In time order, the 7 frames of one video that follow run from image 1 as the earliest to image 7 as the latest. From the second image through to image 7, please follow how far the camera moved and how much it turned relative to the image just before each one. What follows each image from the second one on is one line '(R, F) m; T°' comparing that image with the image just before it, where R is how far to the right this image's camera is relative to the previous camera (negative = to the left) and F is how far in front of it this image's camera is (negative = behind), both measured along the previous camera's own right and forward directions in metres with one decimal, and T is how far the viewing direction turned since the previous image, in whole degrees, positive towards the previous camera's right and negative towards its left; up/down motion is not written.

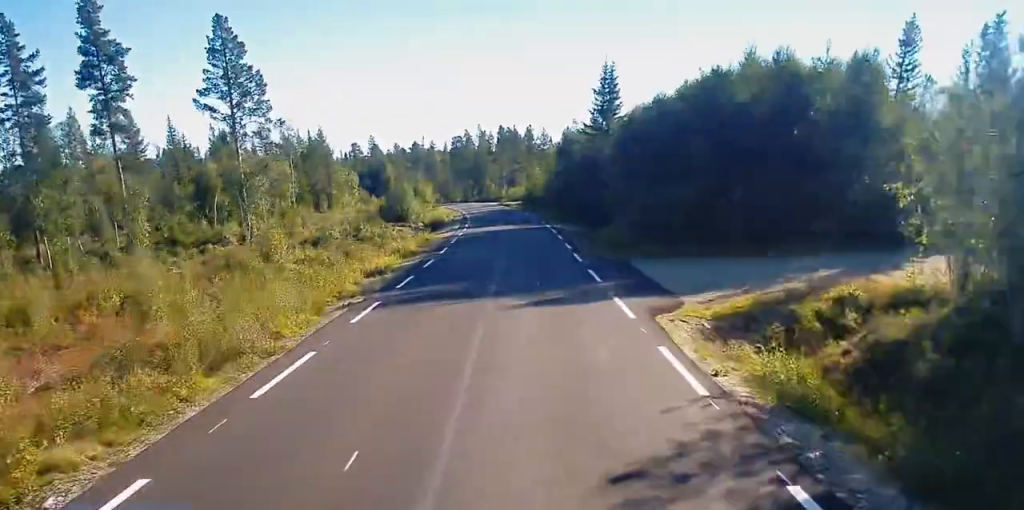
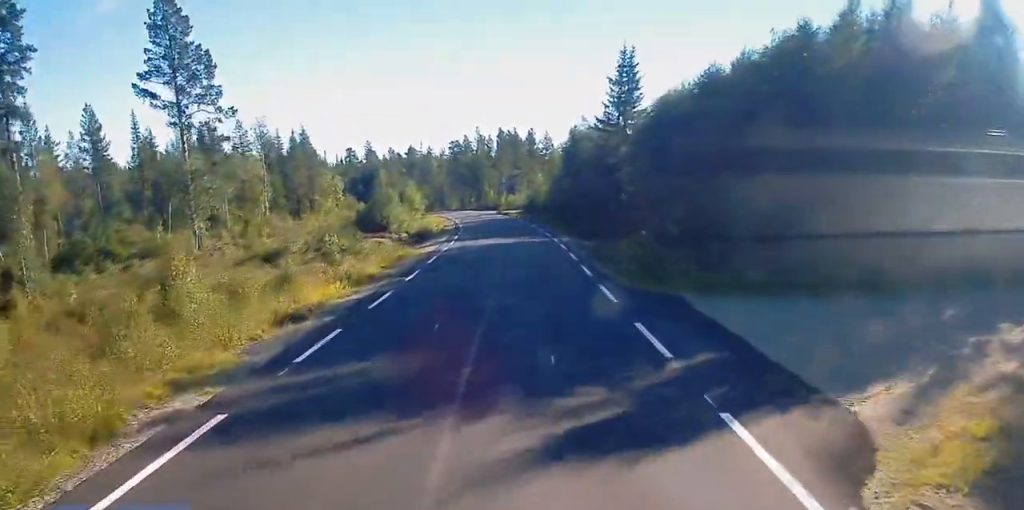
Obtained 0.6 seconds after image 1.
(+0.4, +9.8) m; -1°
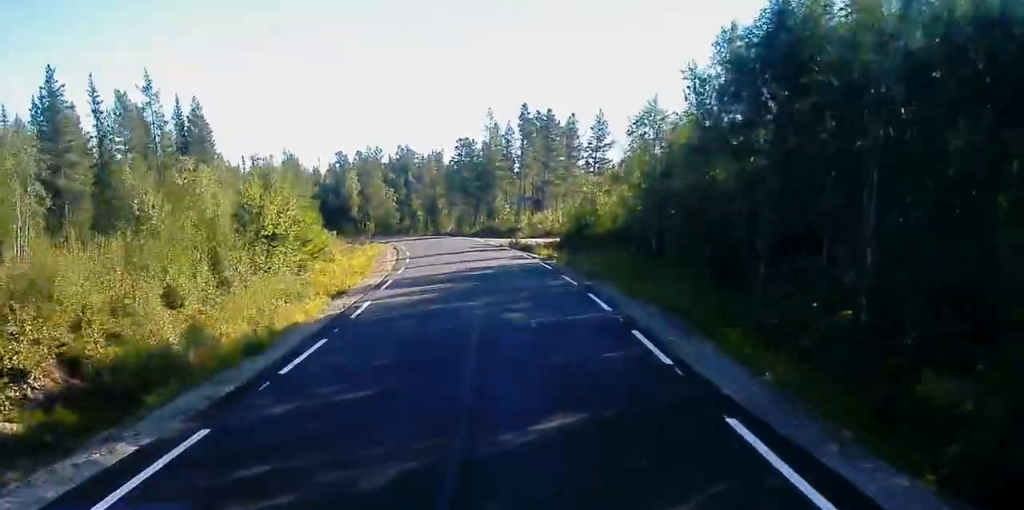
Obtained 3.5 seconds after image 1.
(-1.4, +47.1) m; -3°
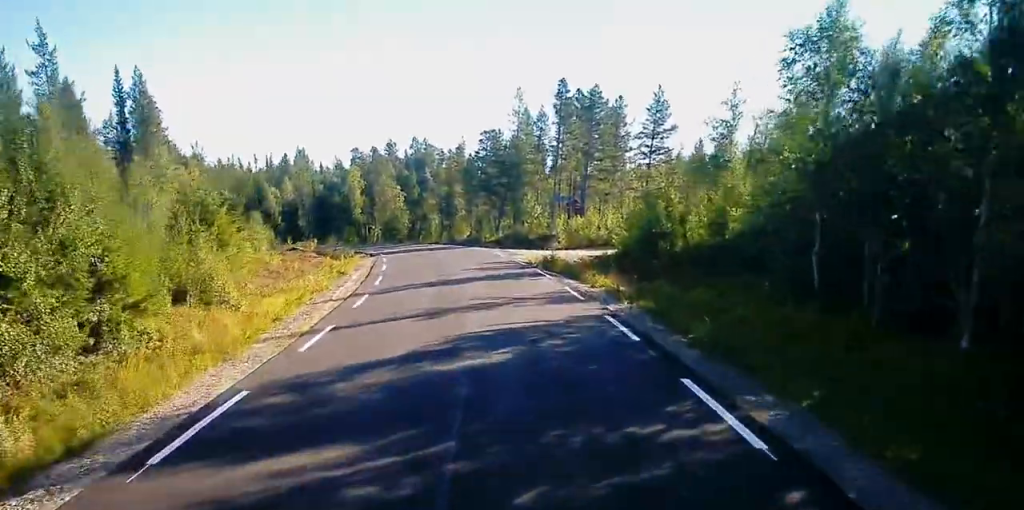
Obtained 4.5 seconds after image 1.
(-0.3, +15.8) m; -3°
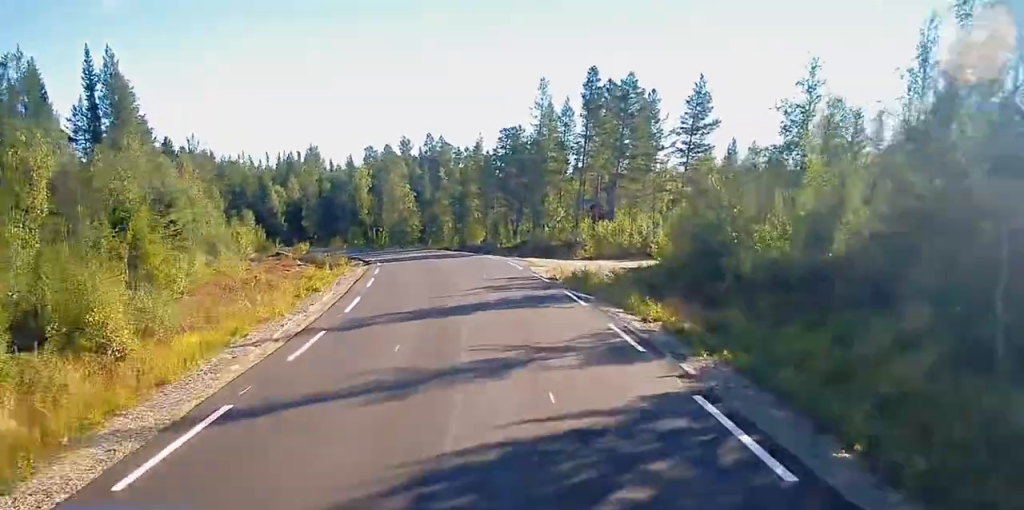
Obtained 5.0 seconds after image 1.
(-0.1, +6.7) m; -2°
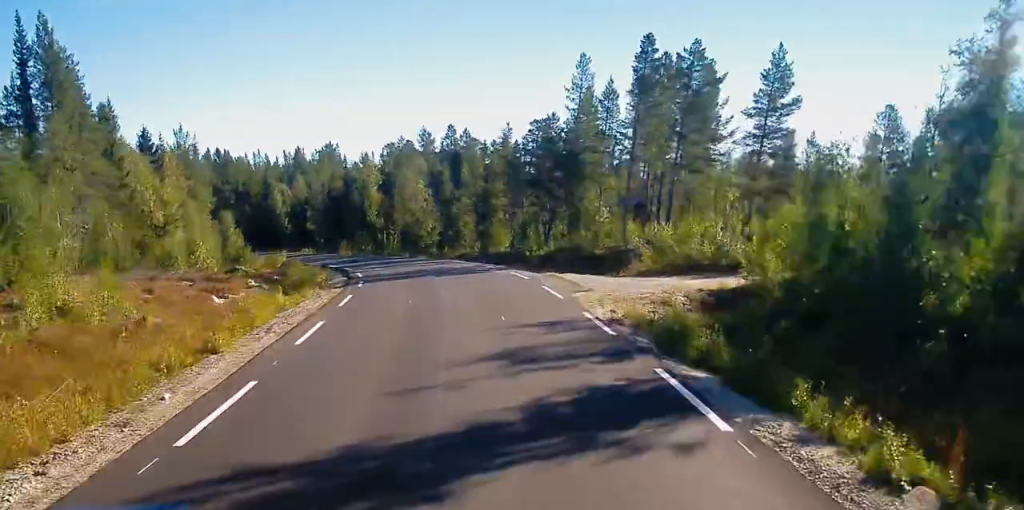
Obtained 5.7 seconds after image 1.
(-0.2, +10.2) m; -3°
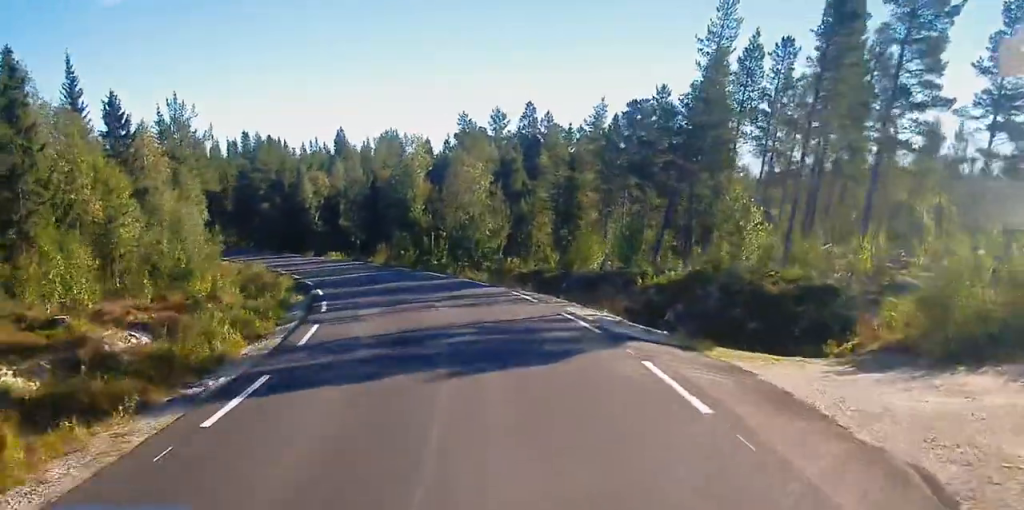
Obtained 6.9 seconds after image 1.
(-0.9, +17.2) m; -3°
